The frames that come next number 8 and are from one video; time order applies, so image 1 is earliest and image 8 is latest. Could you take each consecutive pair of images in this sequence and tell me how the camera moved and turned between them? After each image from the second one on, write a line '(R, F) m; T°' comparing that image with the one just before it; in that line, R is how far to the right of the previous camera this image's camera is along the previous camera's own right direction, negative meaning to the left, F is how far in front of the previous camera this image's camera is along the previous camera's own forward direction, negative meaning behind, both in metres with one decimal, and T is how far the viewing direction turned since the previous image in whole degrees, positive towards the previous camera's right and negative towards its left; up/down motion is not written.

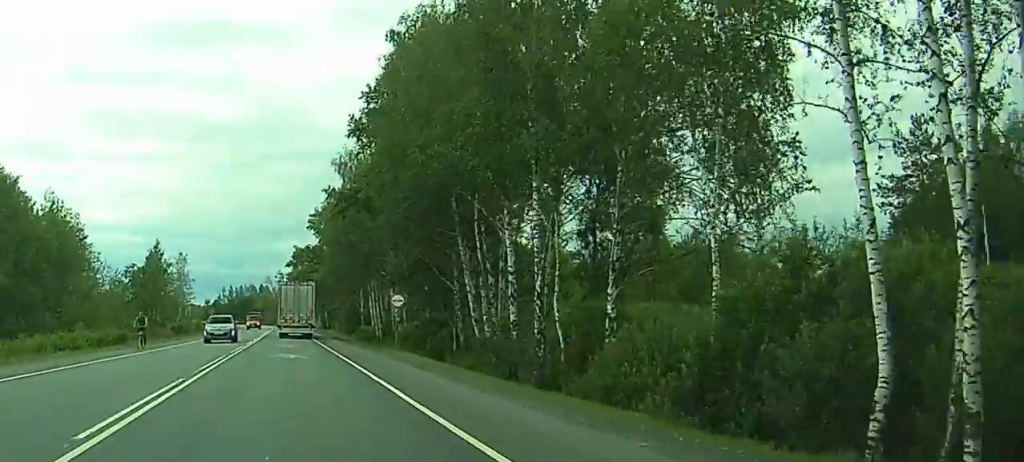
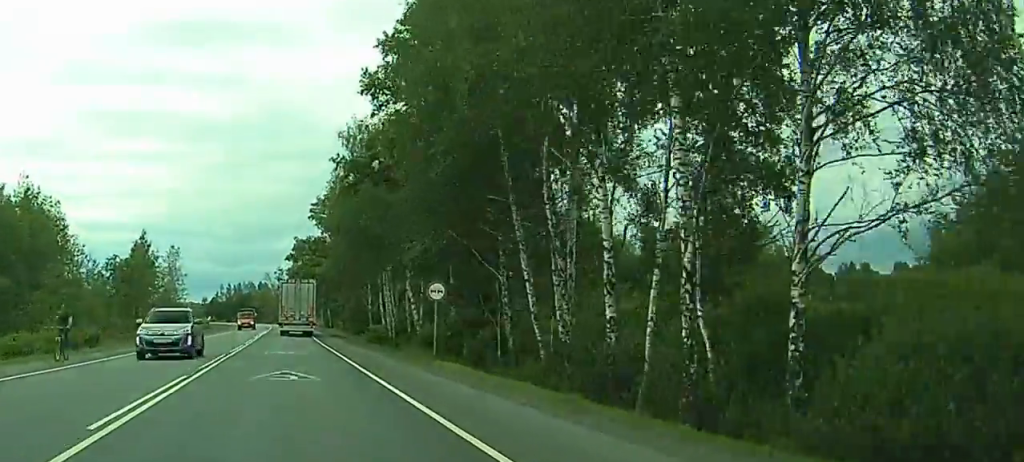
(-0.1, +11.7) m; 0°
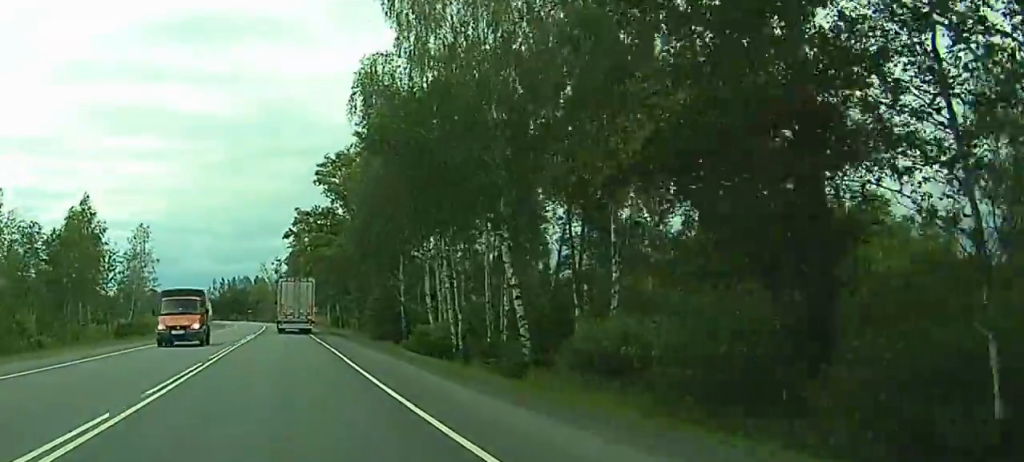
(0.0, +31.9) m; 0°
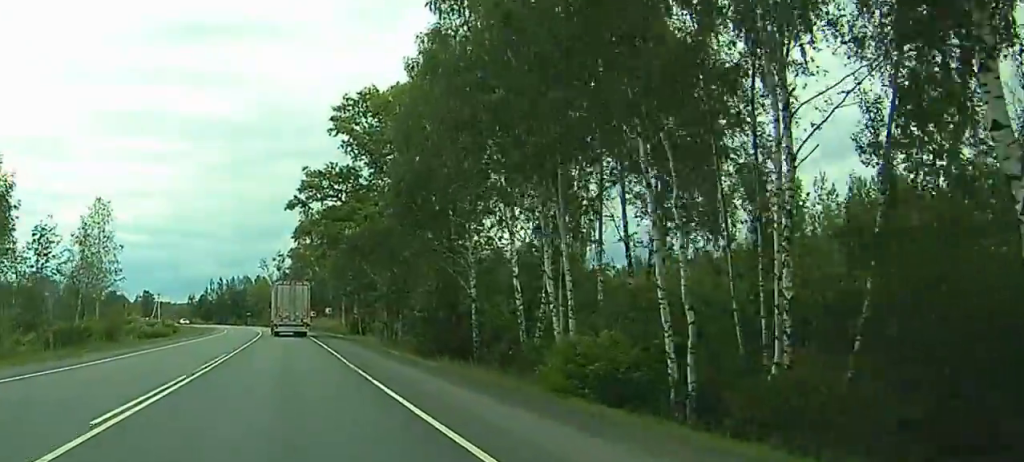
(-0.2, +28.1) m; 0°
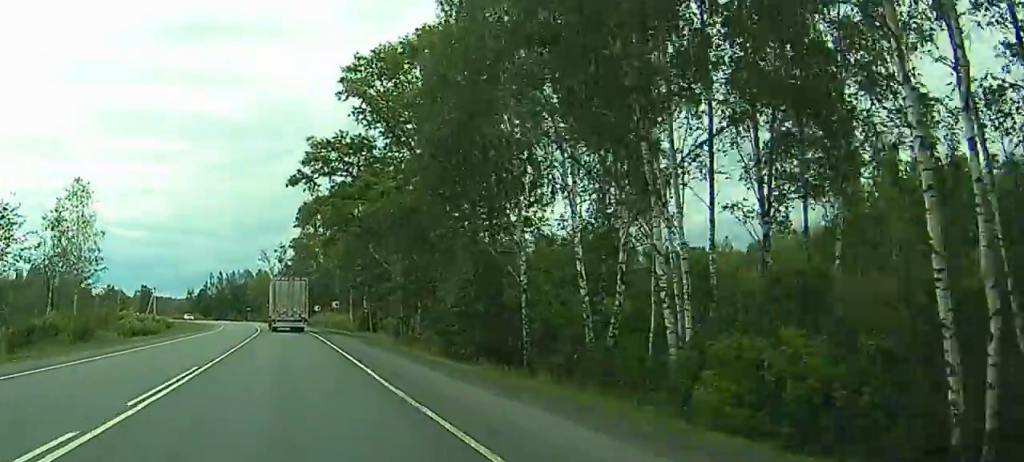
(0.0, +10.1) m; 0°
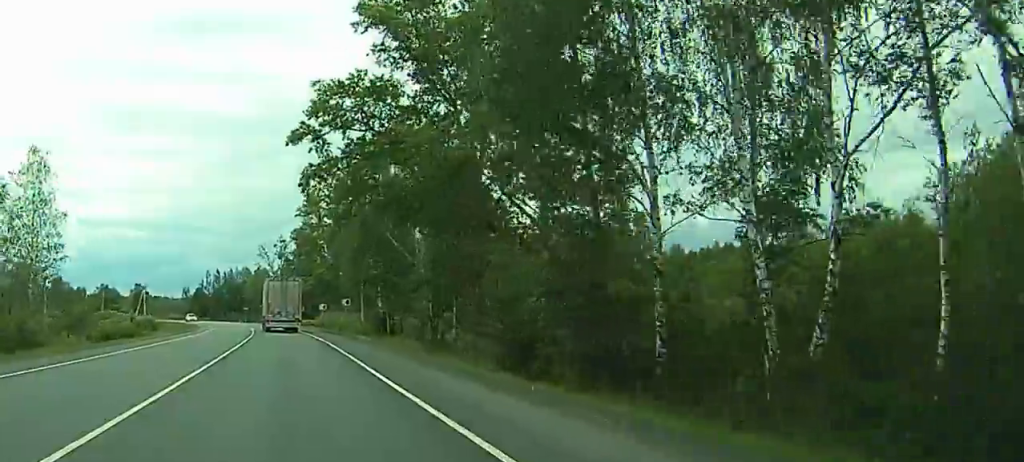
(0.0, +14.4) m; 0°
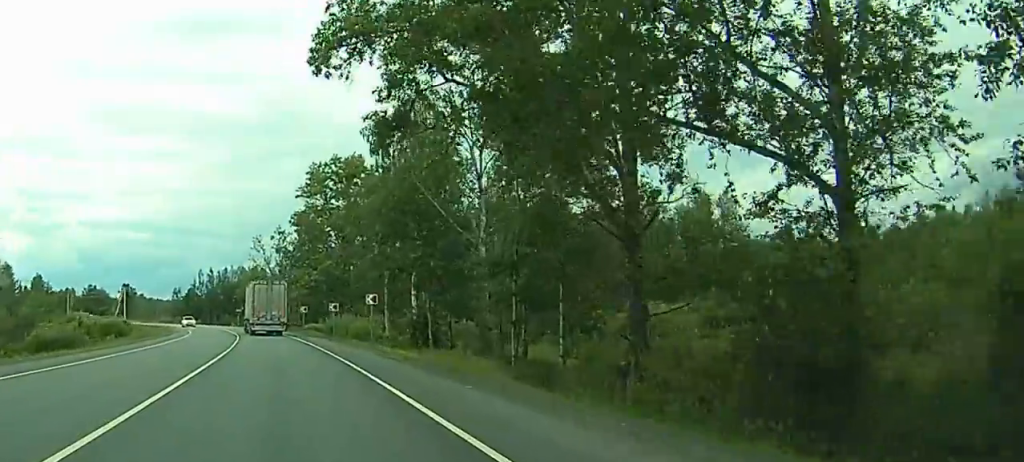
(0.0, +21.6) m; 0°
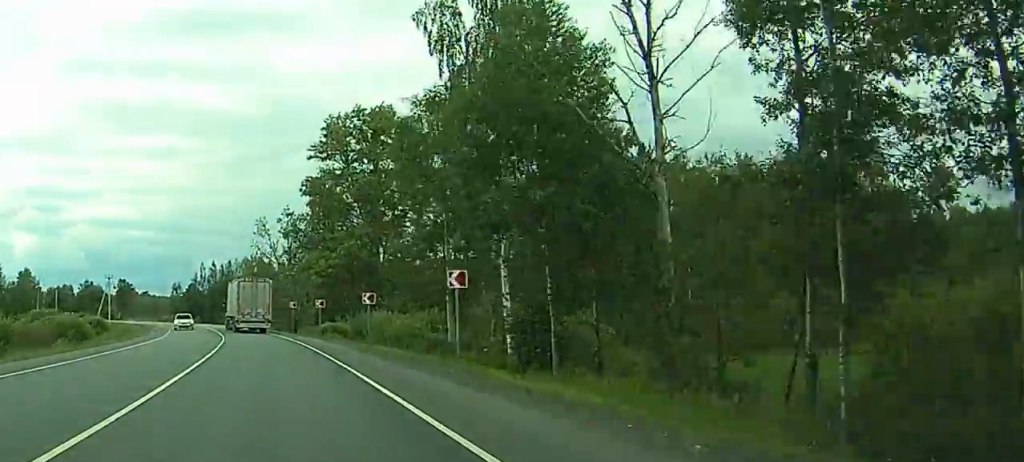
(0.0, +22.3) m; 0°
